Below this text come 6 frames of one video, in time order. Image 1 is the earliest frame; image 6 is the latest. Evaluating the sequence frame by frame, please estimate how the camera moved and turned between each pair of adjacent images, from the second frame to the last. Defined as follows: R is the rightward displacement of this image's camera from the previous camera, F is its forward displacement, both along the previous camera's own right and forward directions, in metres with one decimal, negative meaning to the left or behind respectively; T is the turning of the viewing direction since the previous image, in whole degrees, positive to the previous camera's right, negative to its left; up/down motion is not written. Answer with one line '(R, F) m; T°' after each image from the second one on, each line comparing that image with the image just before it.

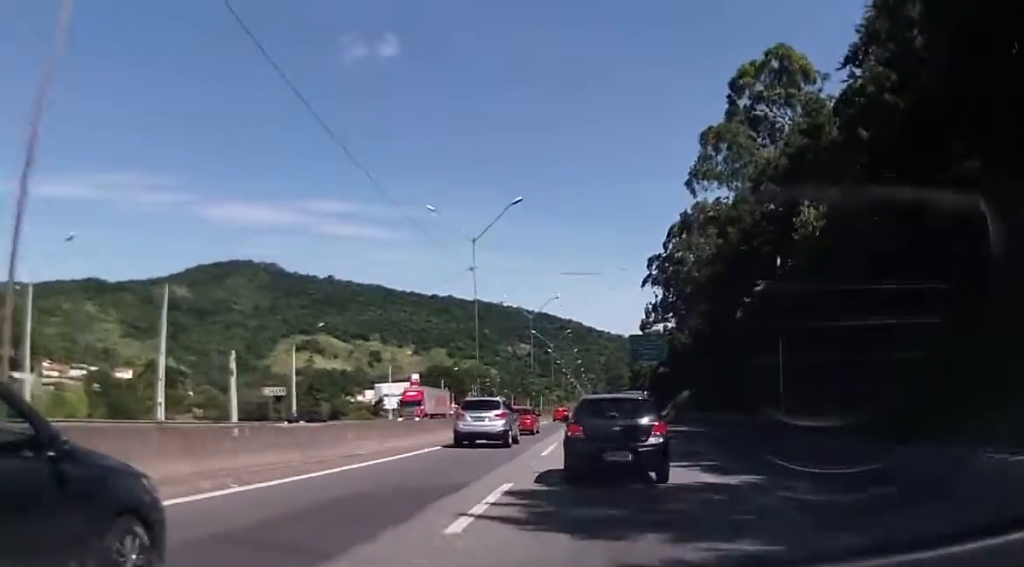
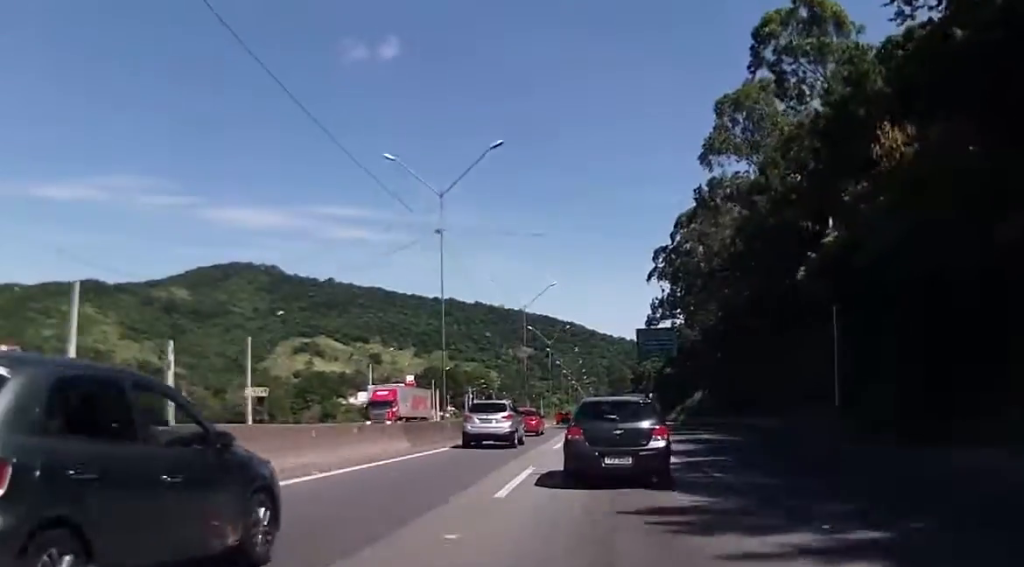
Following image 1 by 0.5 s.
(0.0, +9.7) m; 0°
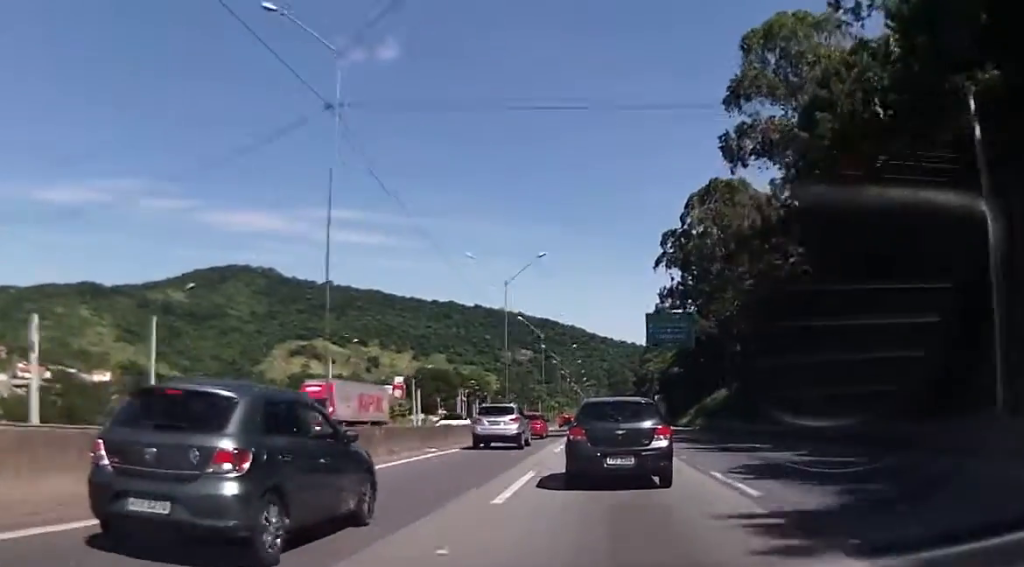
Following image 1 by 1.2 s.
(0.0, +14.2) m; 0°
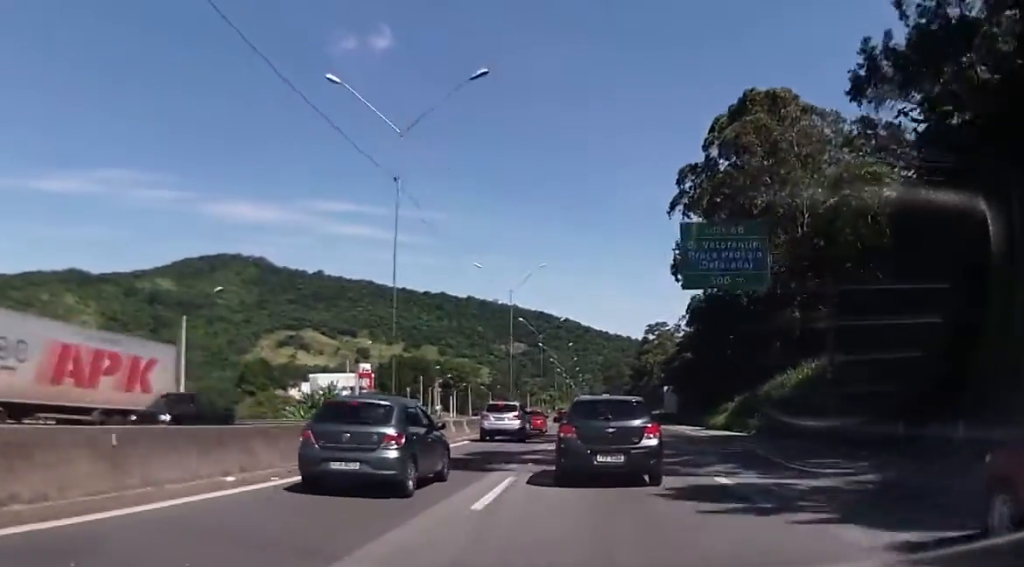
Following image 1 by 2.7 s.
(0.0, +28.6) m; 0°
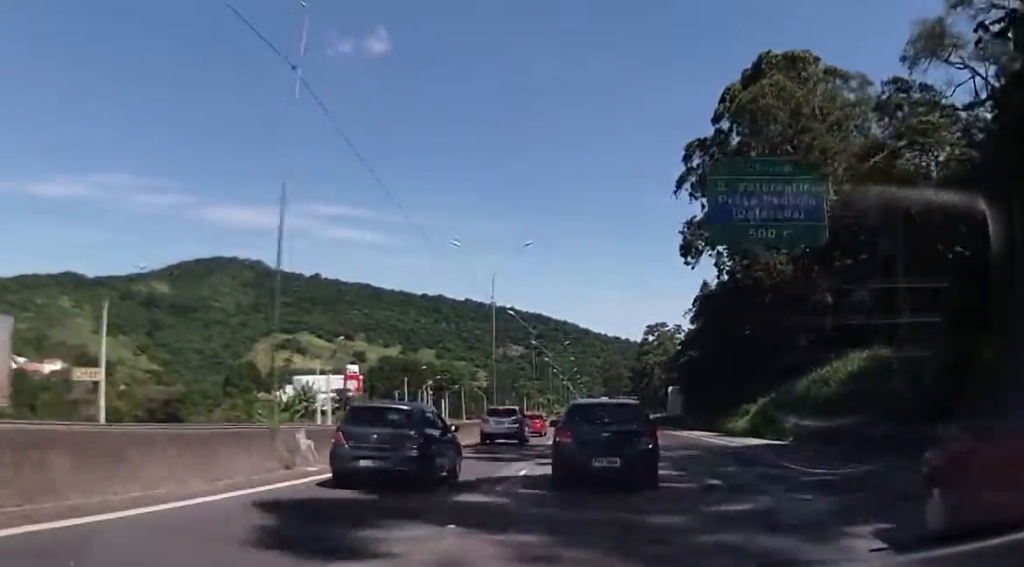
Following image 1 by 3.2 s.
(0.0, +9.2) m; 0°
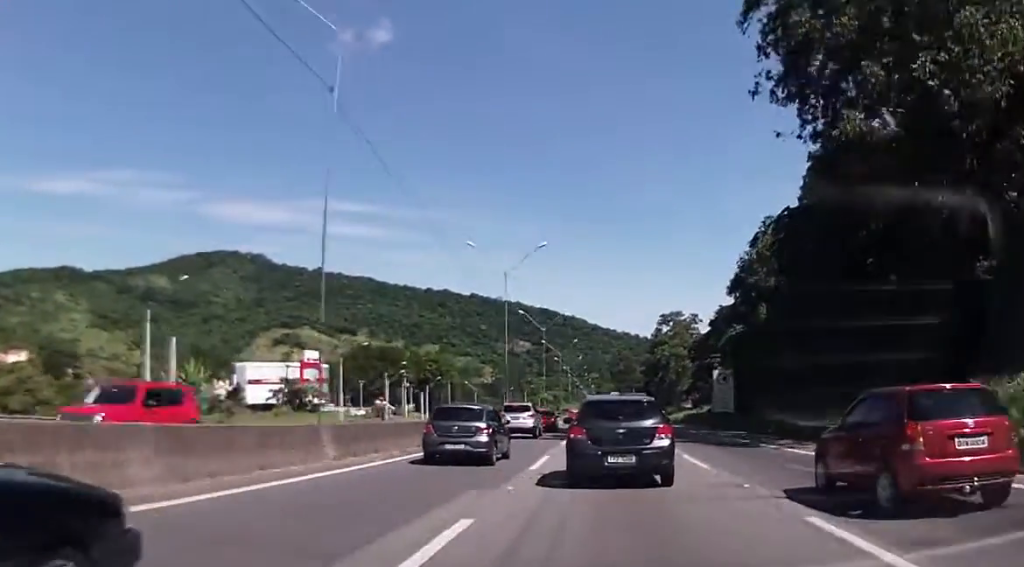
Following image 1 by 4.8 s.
(-0.1, +33.2) m; 0°
